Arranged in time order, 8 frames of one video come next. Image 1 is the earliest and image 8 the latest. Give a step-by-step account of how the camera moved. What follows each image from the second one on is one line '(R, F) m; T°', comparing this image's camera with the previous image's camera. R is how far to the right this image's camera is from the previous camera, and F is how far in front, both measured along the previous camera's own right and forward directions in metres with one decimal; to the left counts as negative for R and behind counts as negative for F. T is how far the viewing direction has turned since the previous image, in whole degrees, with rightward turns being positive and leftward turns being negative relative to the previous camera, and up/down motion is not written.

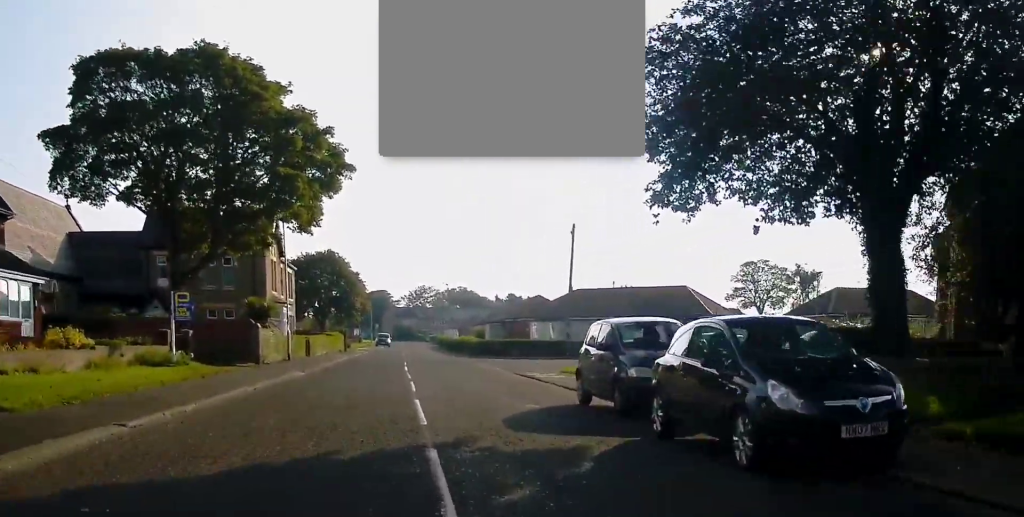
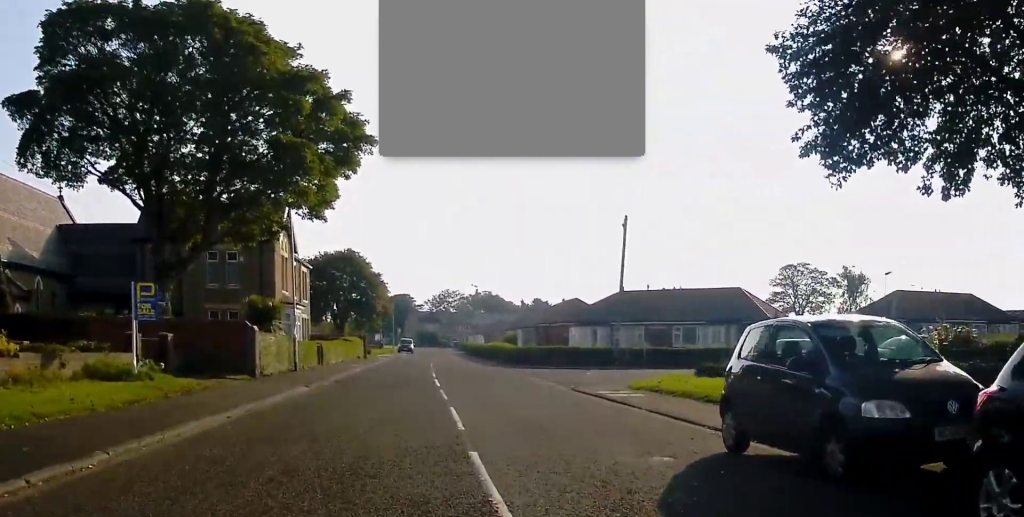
(-0.1, +5.8) m; +2°
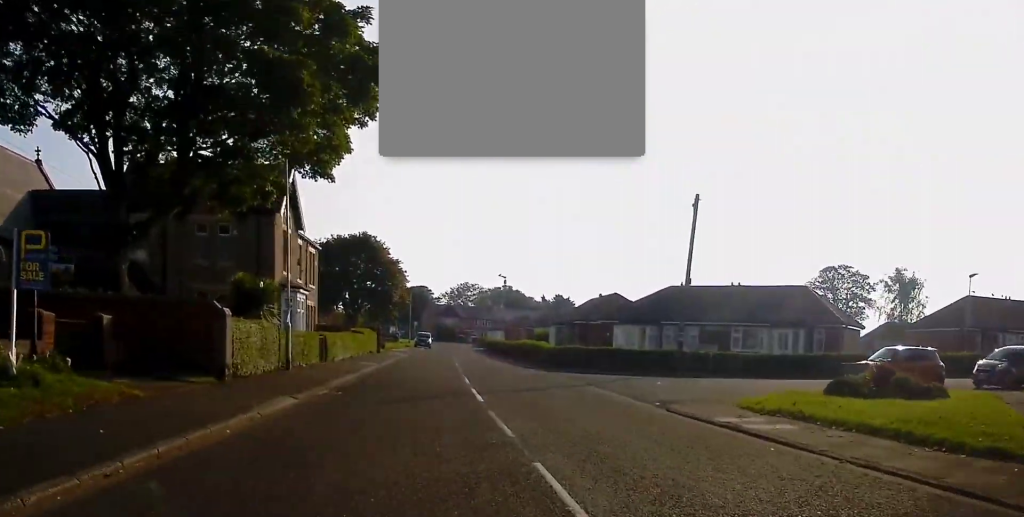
(+0.3, +6.6) m; +1°
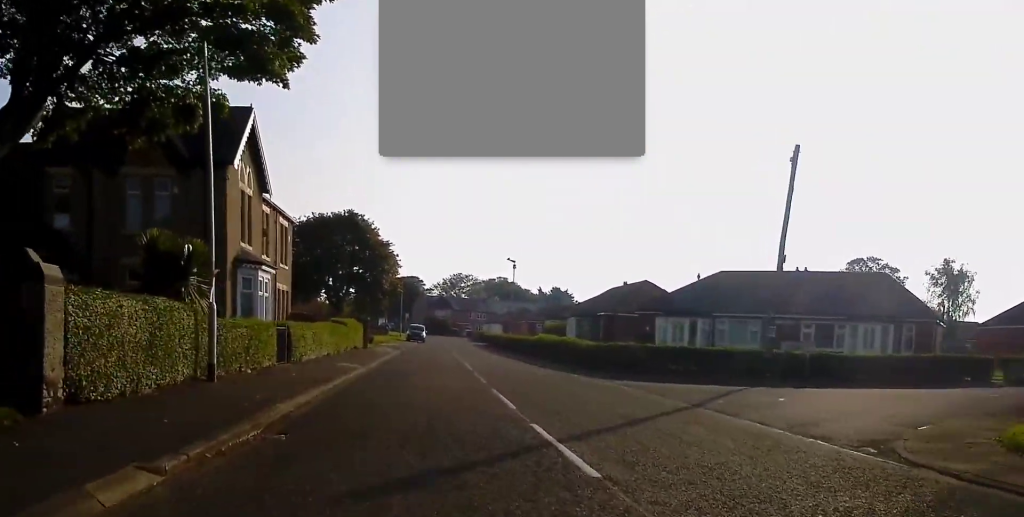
(-0.6, +8.9) m; -3°
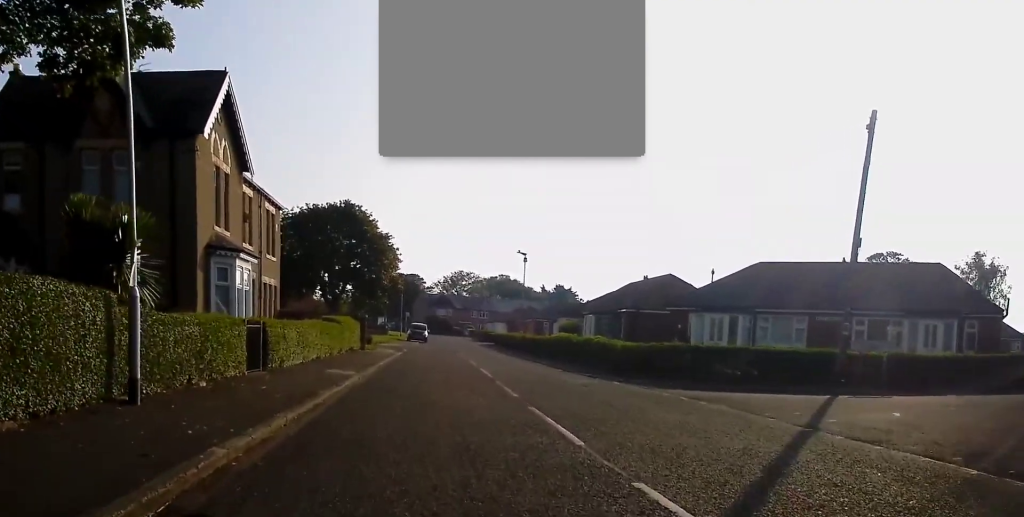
(+0.3, +4.4) m; +3°
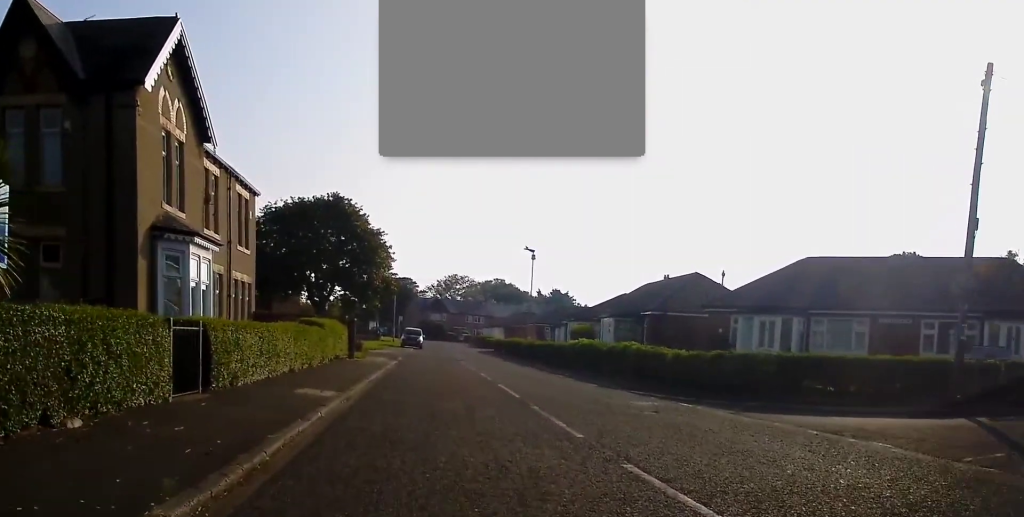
(+0.2, +5.4) m; +2°
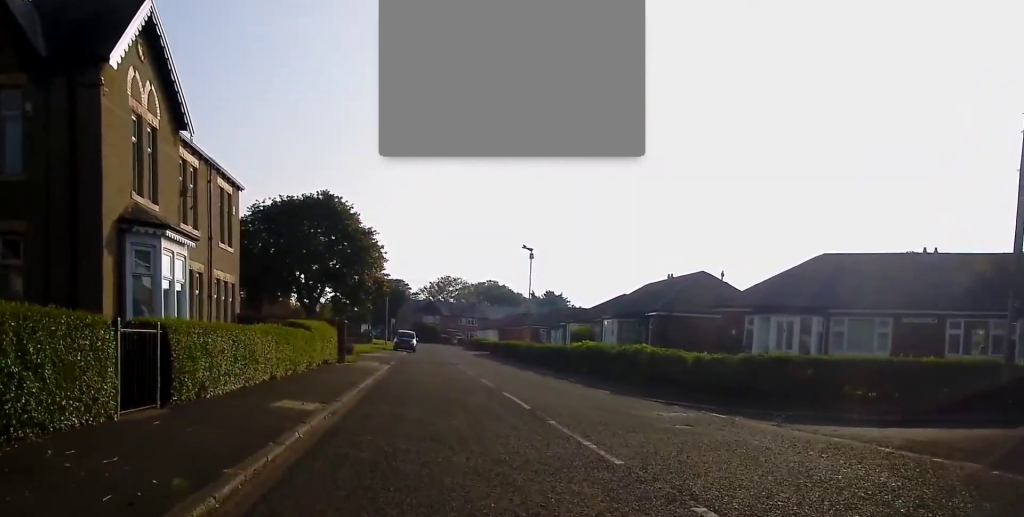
(0.0, +2.1) m; 0°
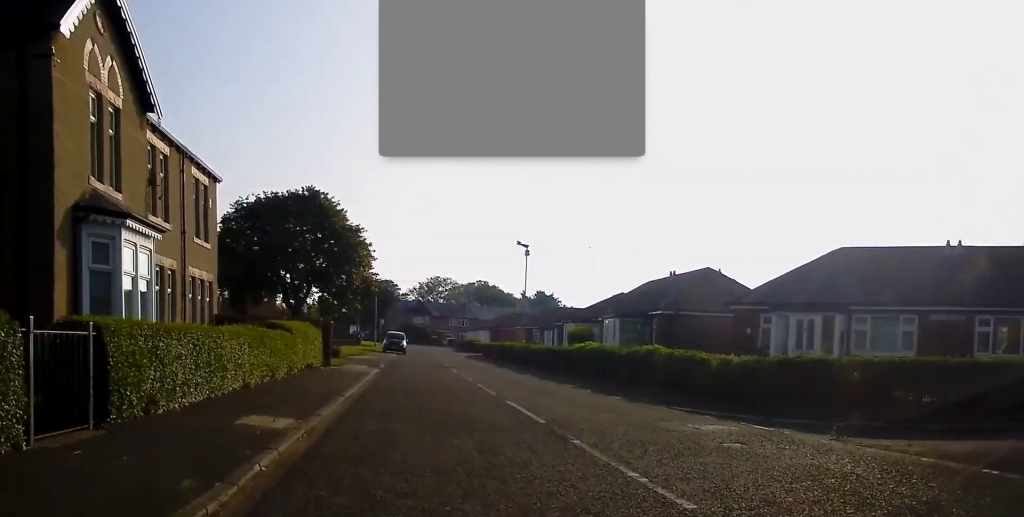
(0.0, +2.1) m; -4°
